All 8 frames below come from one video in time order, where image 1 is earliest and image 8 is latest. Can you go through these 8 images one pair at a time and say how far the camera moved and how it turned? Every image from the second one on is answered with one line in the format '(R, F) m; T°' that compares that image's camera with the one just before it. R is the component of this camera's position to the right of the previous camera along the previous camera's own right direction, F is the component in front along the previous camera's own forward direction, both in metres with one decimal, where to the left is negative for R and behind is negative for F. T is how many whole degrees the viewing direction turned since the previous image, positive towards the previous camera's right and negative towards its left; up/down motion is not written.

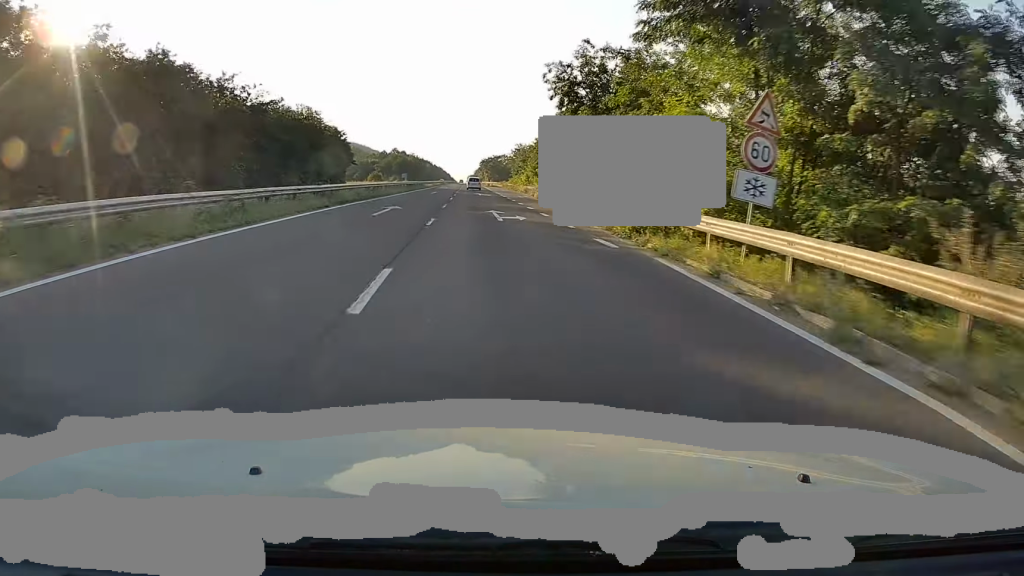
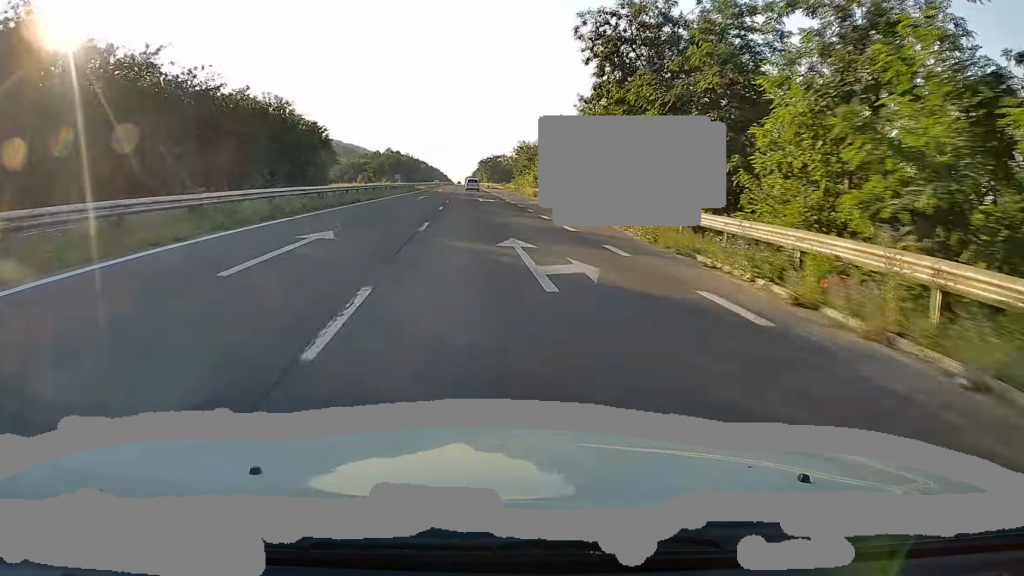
(-0.2, +13.8) m; 0°
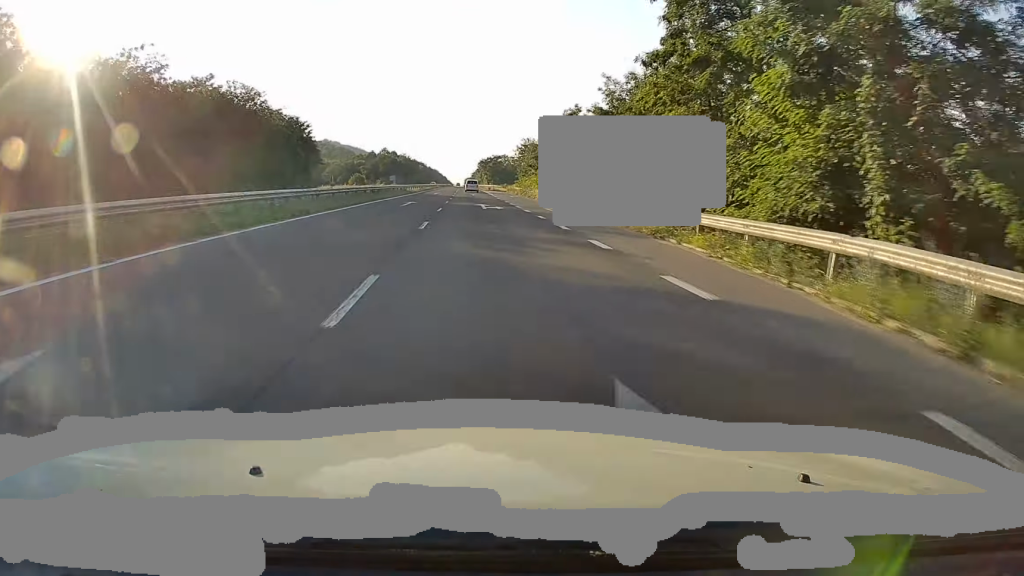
(-0.1, +11.2) m; 0°
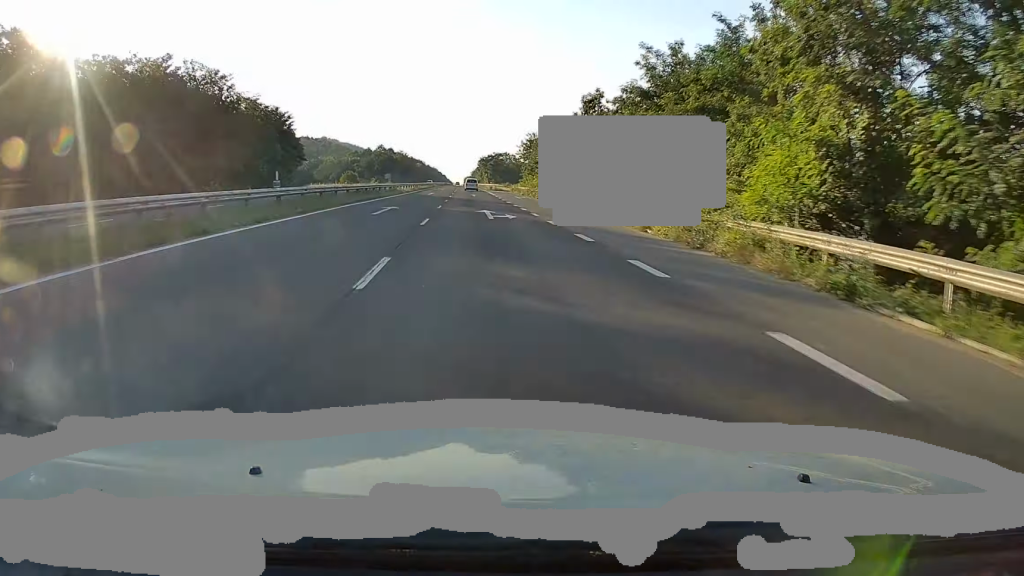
(0.0, +10.3) m; 0°
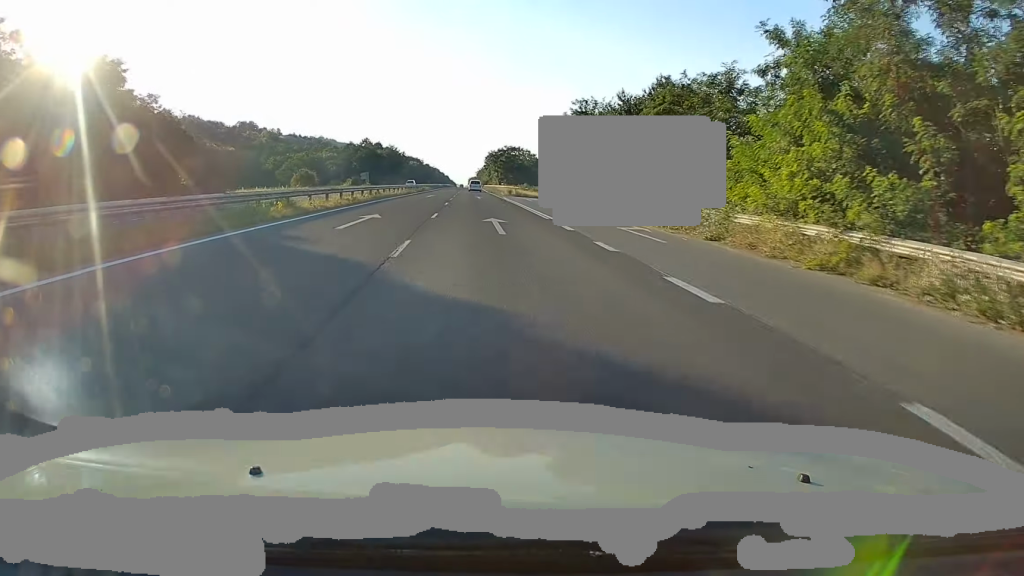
(+0.3, +44.5) m; +1°
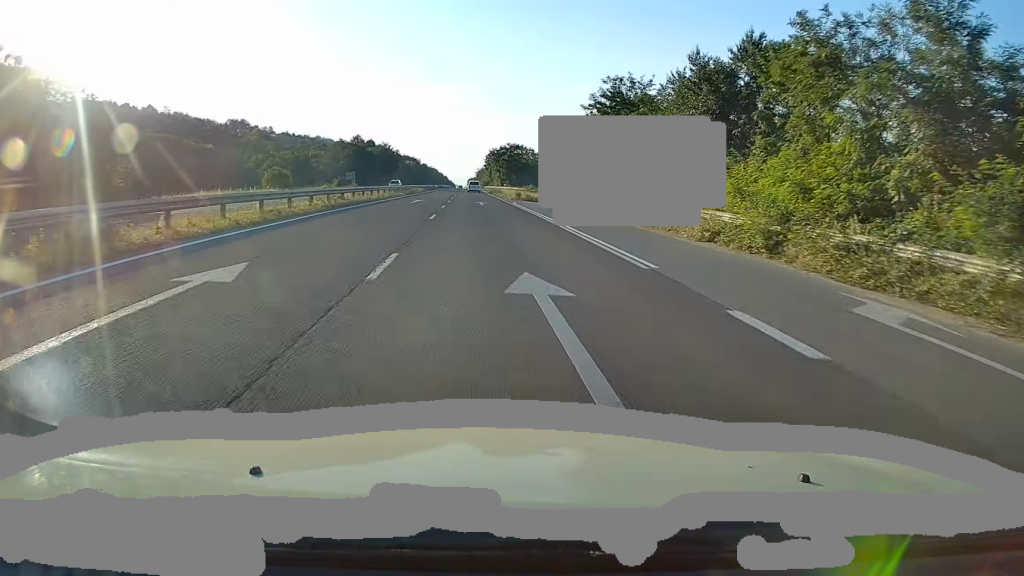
(+0.1, +14.4) m; 0°
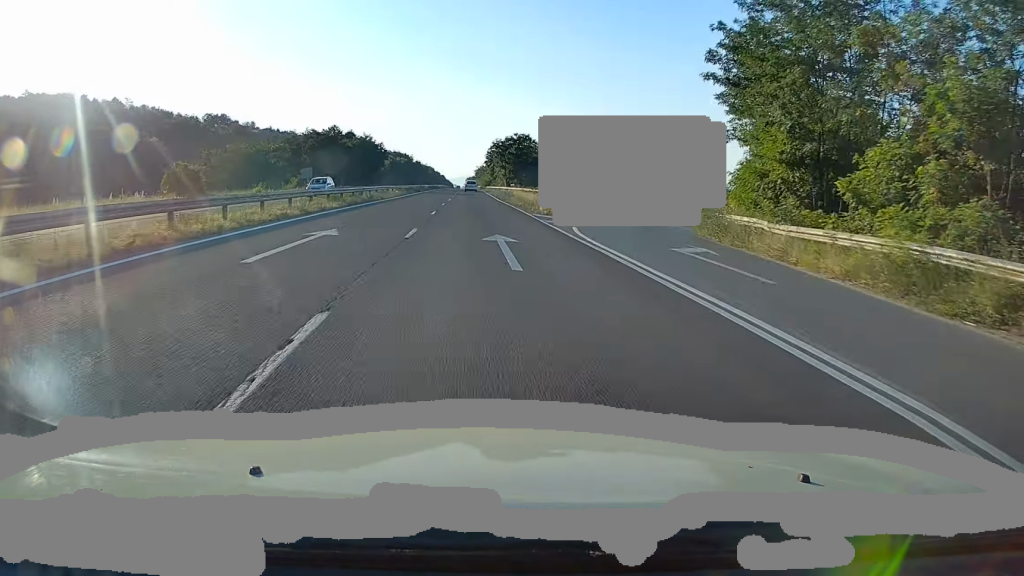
(-0.3, +29.7) m; -1°
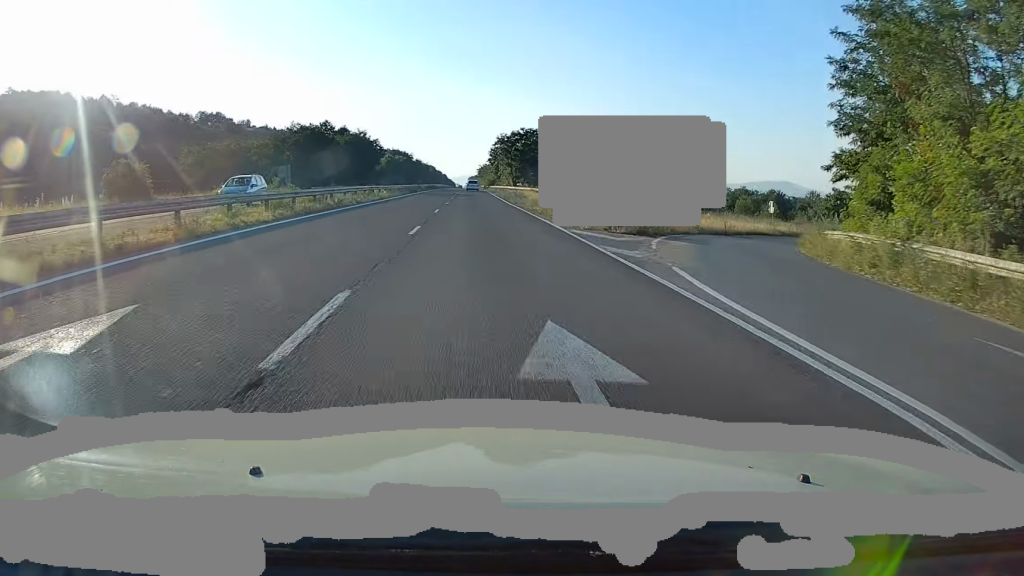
(-0.1, +11.0) m; 0°
